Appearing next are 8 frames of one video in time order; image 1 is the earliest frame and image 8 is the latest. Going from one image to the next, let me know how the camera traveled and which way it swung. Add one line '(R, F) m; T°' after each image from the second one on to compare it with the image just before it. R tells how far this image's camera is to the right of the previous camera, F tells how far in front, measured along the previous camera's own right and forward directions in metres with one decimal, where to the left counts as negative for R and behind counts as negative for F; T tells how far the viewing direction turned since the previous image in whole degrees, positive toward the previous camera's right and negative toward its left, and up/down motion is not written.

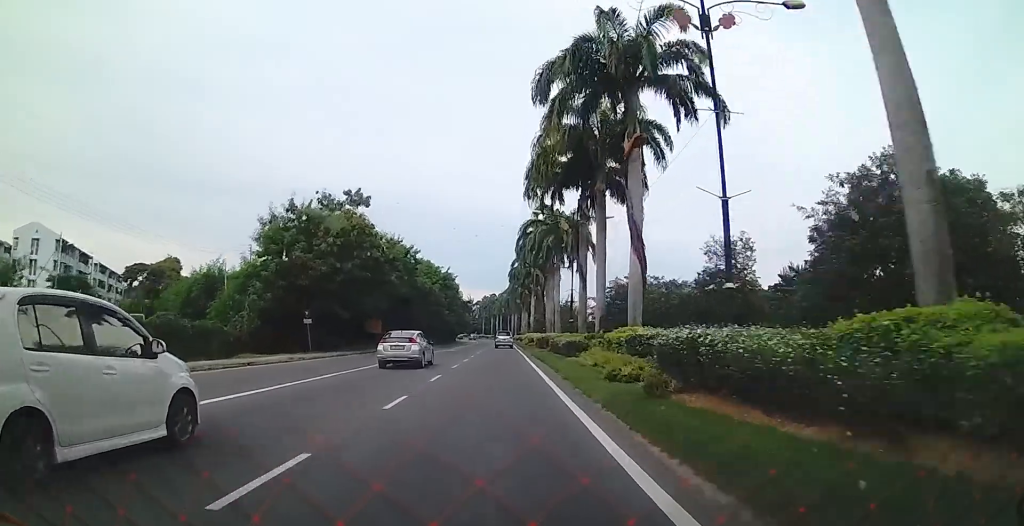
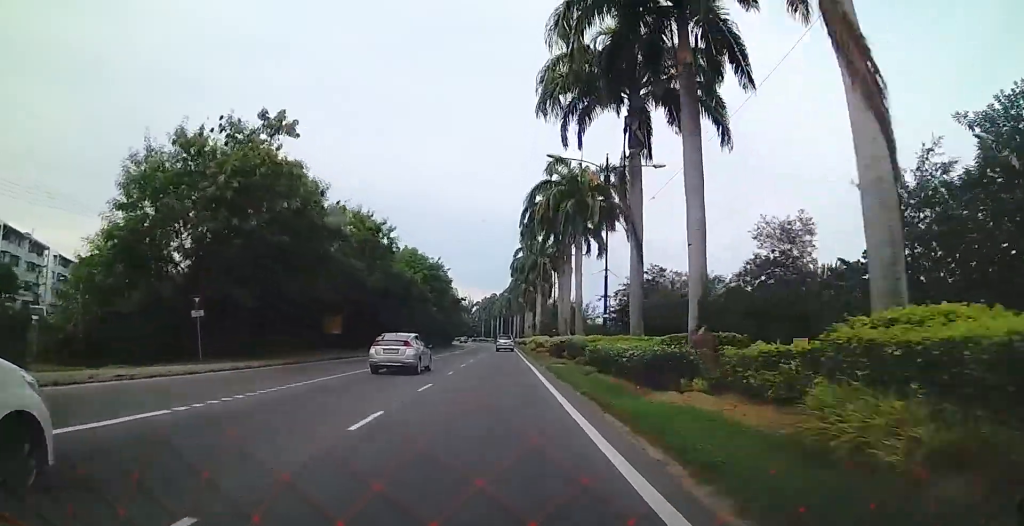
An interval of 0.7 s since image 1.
(+0.3, +14.2) m; +1°
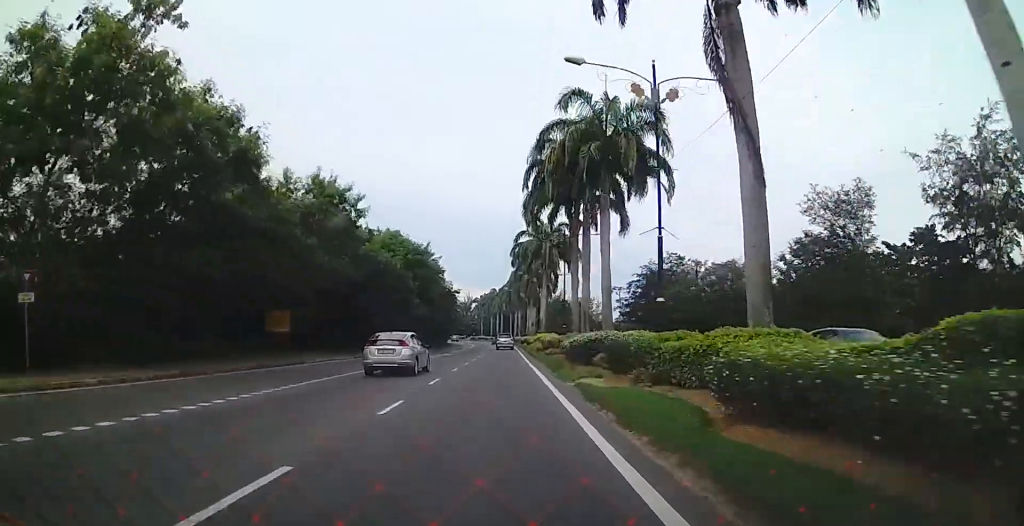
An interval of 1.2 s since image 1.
(0.0, +10.2) m; 0°
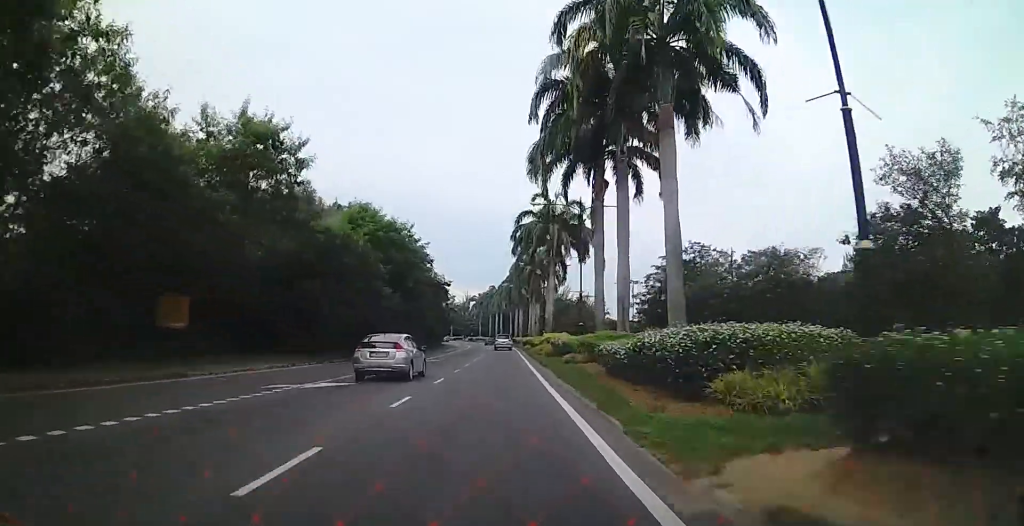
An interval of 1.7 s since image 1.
(0.0, +10.9) m; 0°
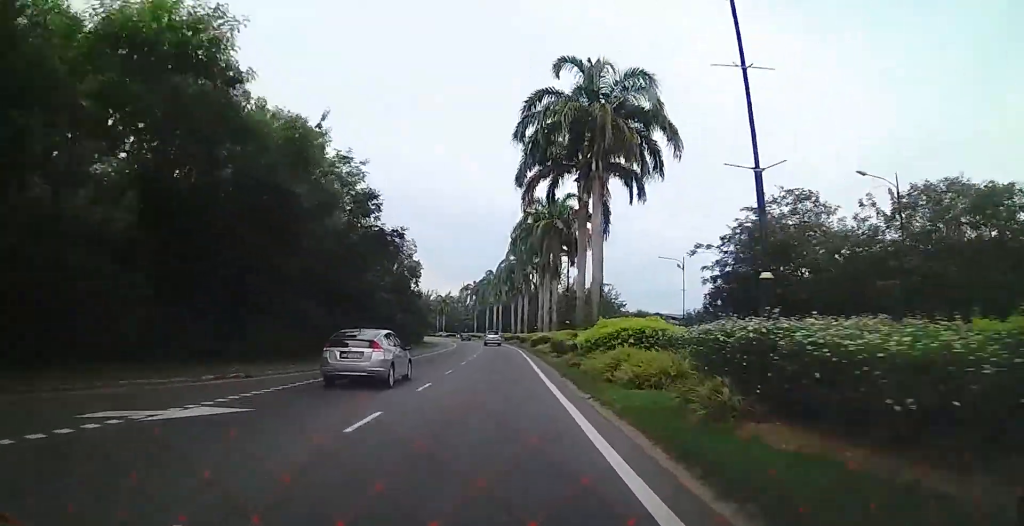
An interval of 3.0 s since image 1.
(+0.1, +26.7) m; +1°
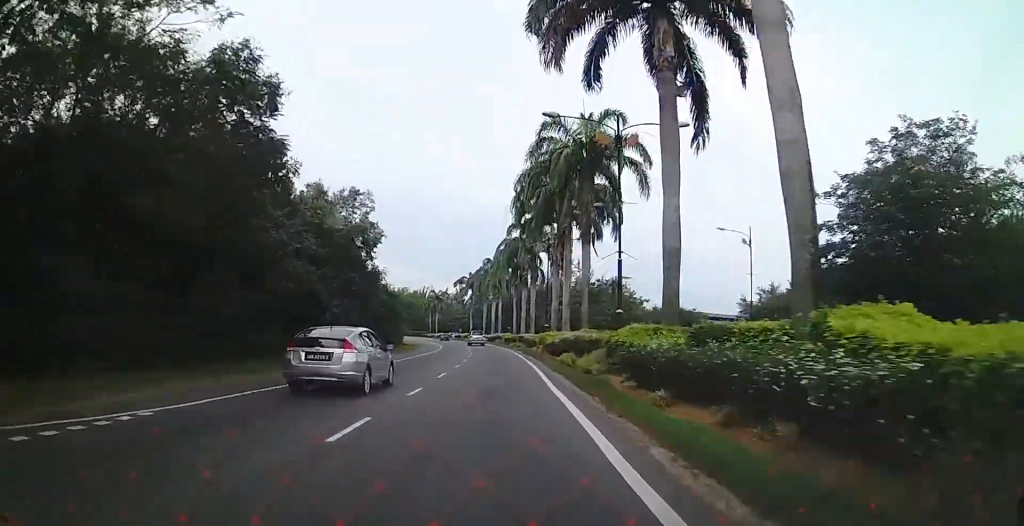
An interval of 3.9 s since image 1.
(+0.4, +18.8) m; -2°
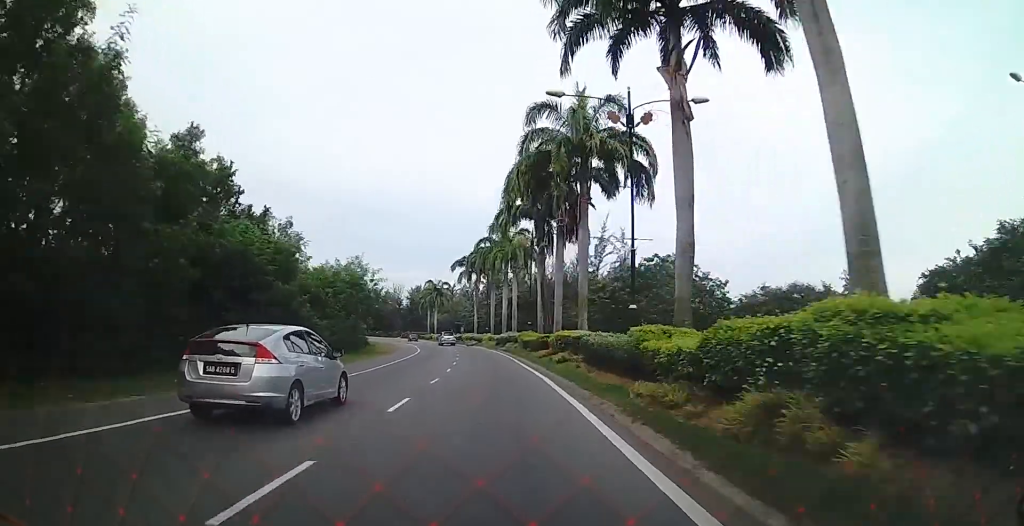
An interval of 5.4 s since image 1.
(-0.9, +31.7) m; -1°
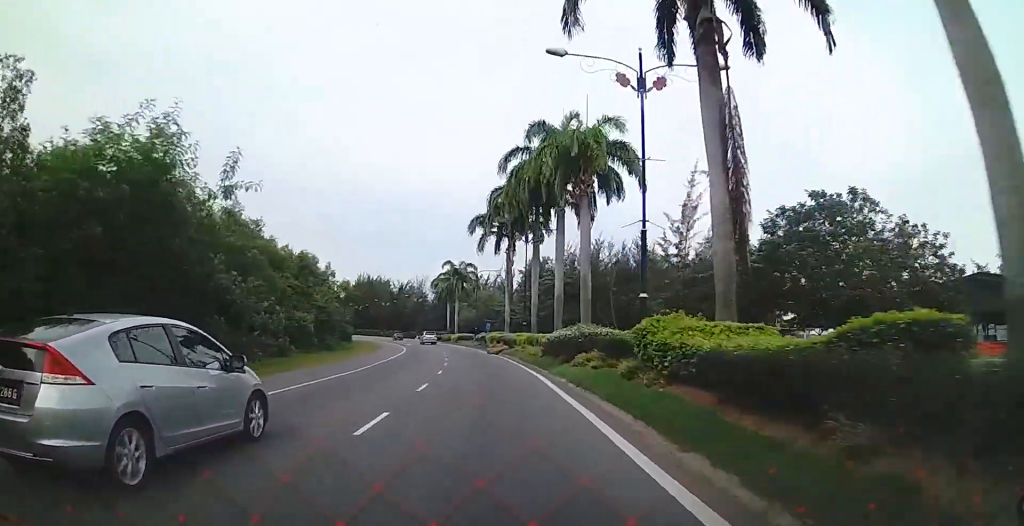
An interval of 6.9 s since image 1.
(-0.6, +32.3) m; -4°
